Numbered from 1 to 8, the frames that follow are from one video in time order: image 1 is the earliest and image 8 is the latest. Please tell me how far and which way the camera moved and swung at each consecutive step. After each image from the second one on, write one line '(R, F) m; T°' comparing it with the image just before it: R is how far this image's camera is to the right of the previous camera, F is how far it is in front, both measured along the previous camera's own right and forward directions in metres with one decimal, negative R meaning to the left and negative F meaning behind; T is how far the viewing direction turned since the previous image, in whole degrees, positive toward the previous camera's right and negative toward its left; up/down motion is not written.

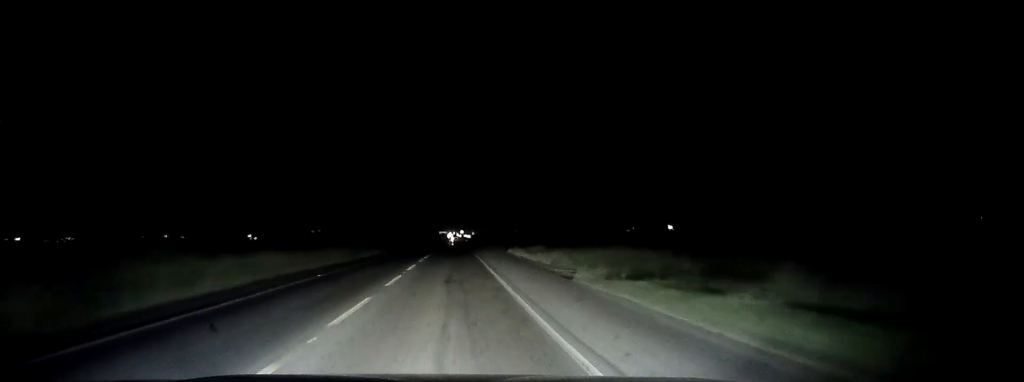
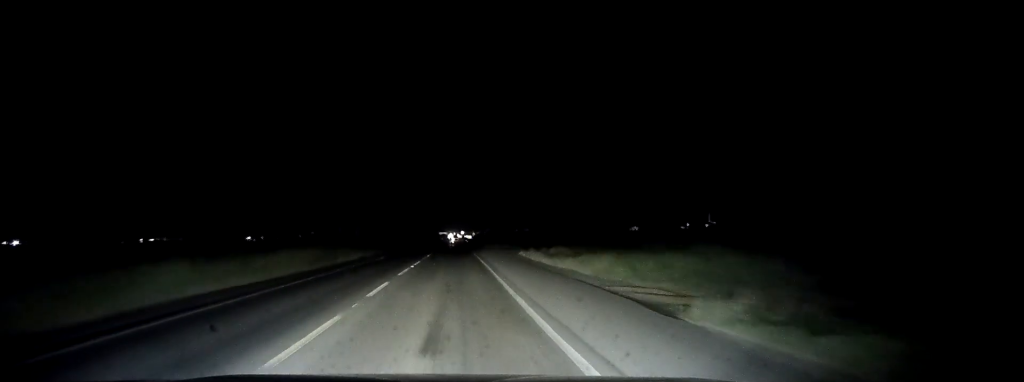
(0.0, +11.7) m; 0°
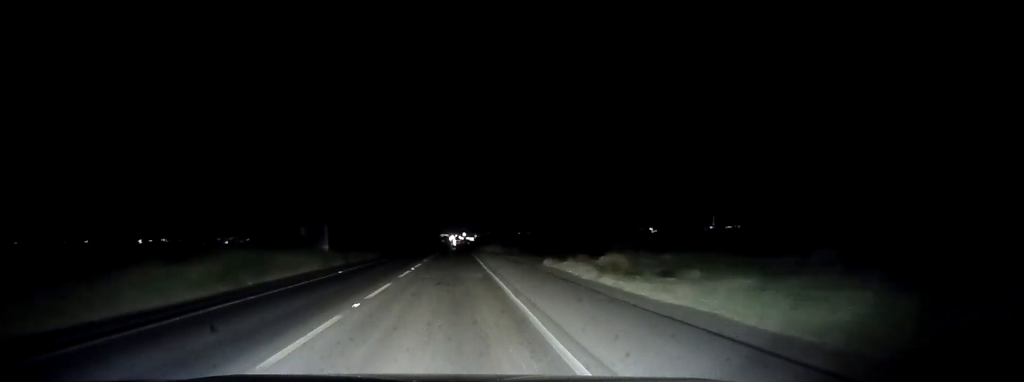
(0.0, +16.5) m; 0°
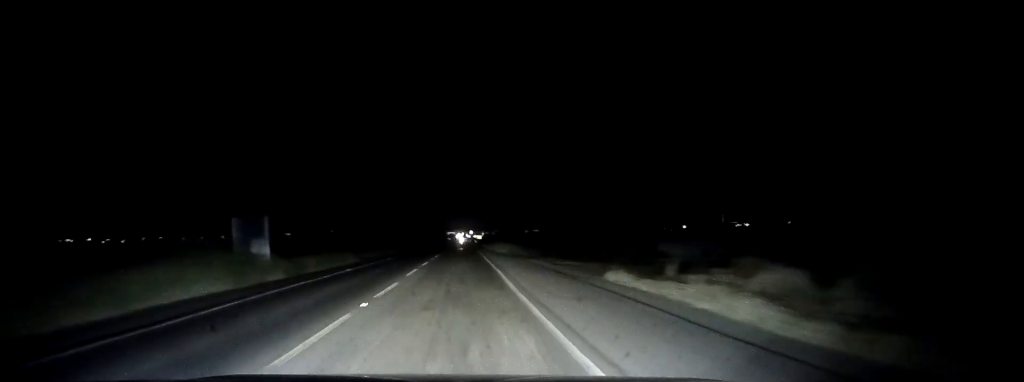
(0.0, +16.9) m; 0°
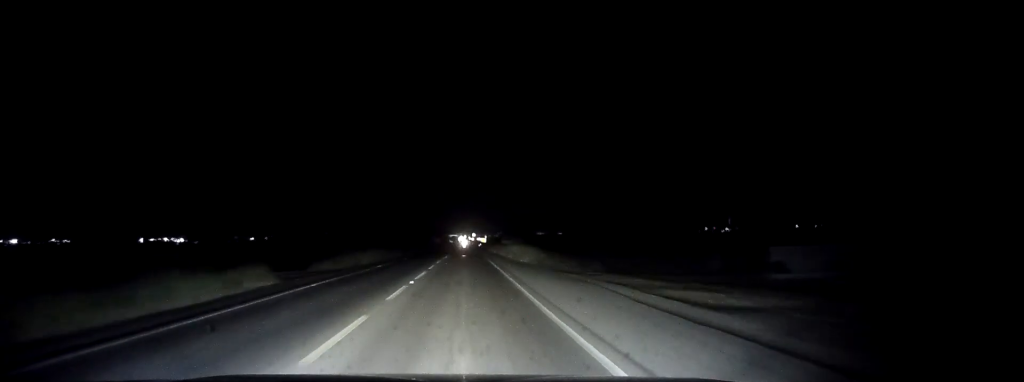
(0.0, +25.2) m; 0°
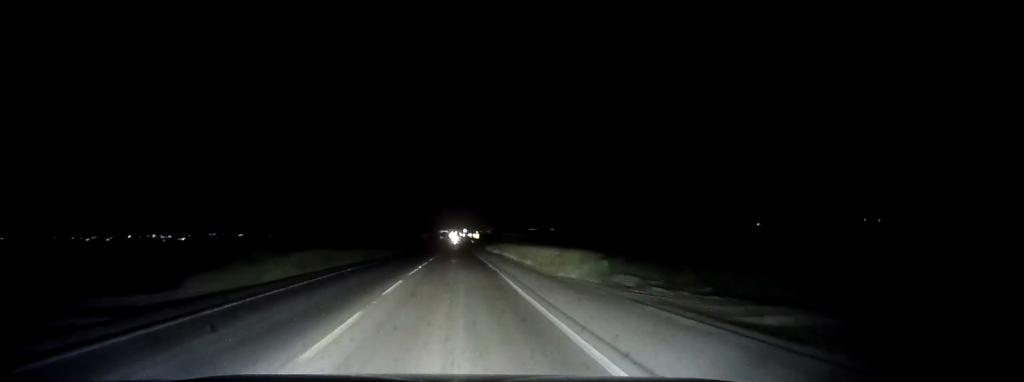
(+0.2, +24.7) m; 0°
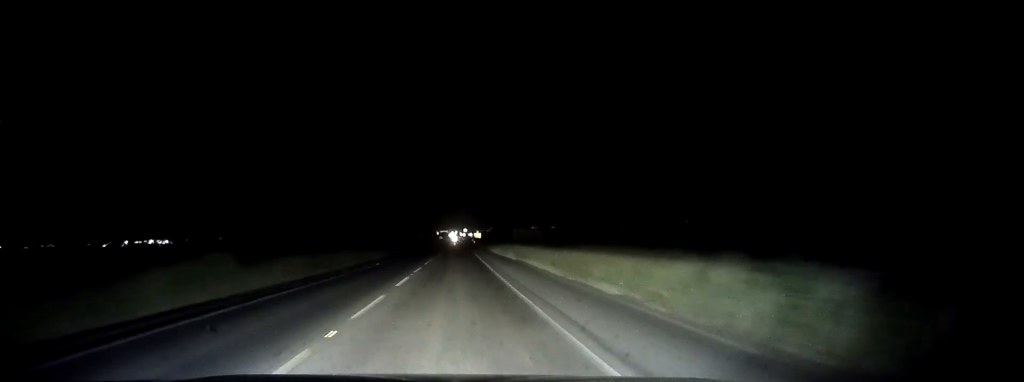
(-0.1, +20.9) m; 0°
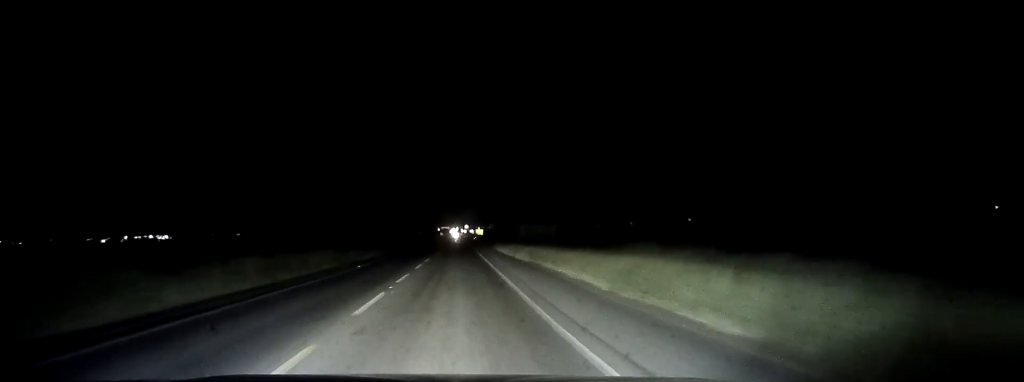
(+0.1, +7.8) m; 0°
